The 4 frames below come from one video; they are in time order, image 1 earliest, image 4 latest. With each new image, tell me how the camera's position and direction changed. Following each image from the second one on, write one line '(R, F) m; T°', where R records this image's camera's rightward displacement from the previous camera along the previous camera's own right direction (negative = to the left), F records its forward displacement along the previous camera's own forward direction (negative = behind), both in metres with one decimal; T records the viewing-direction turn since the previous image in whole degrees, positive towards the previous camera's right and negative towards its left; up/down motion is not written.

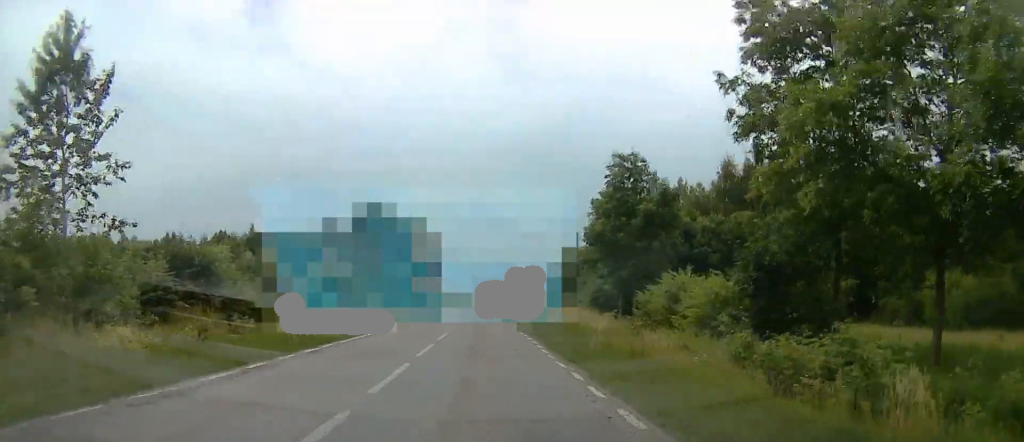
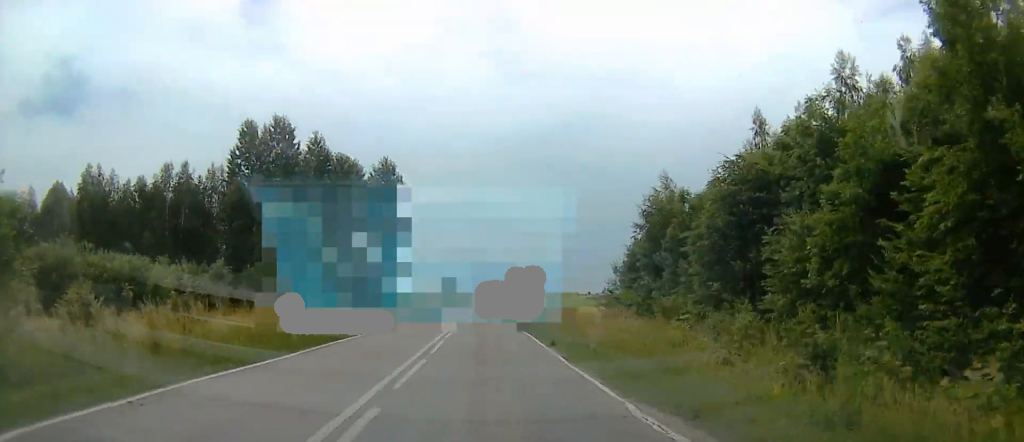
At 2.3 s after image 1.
(-0.1, +58.3) m; -2°
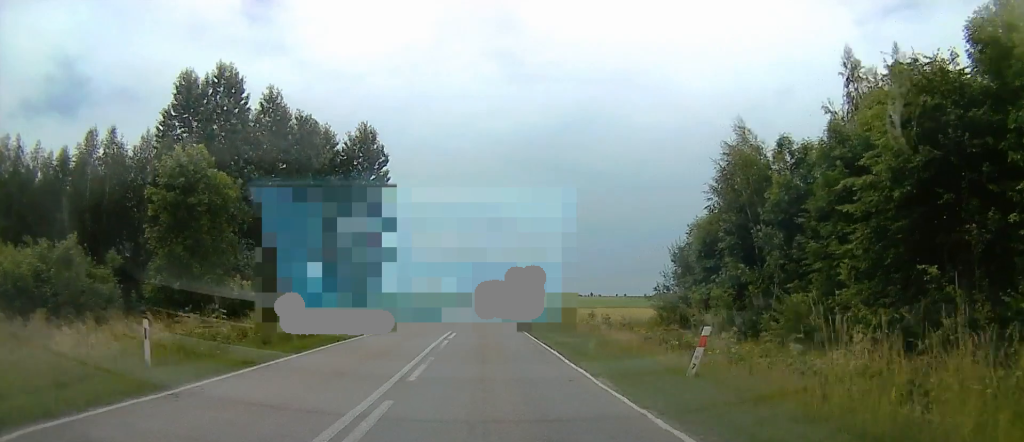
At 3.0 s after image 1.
(-0.5, +16.8) m; -1°
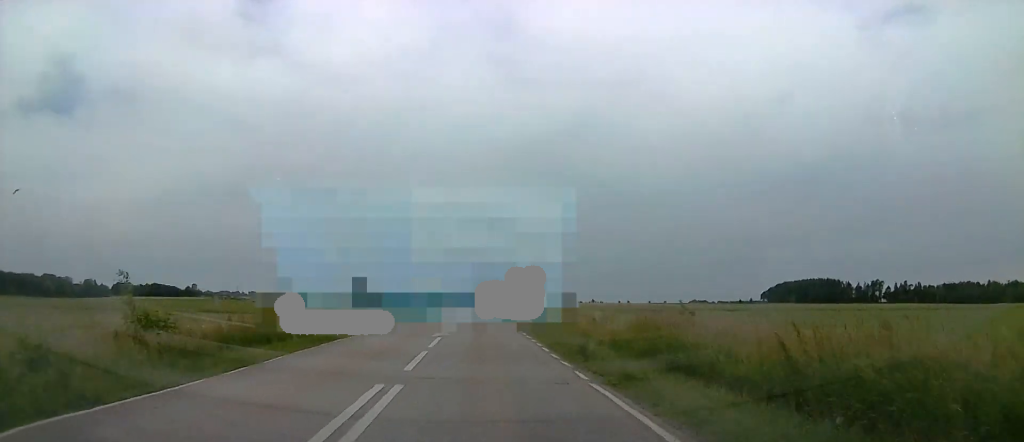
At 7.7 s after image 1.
(+4.4, +117.1) m; +3°
